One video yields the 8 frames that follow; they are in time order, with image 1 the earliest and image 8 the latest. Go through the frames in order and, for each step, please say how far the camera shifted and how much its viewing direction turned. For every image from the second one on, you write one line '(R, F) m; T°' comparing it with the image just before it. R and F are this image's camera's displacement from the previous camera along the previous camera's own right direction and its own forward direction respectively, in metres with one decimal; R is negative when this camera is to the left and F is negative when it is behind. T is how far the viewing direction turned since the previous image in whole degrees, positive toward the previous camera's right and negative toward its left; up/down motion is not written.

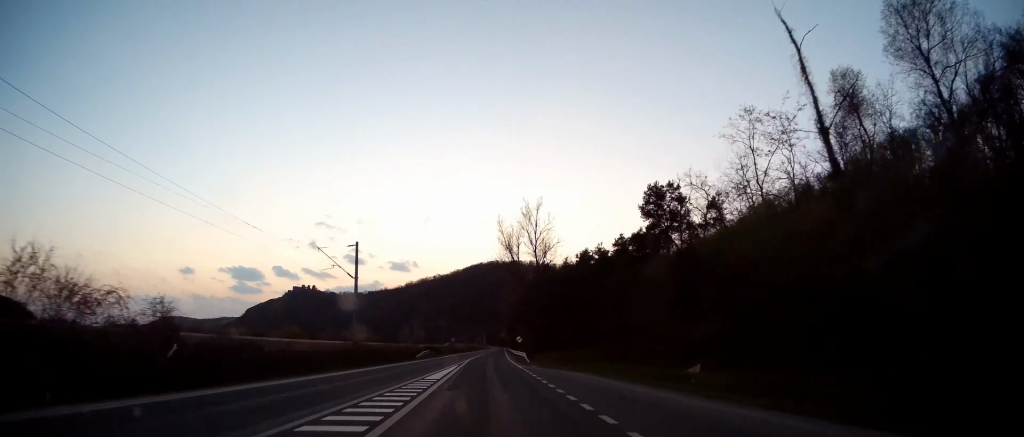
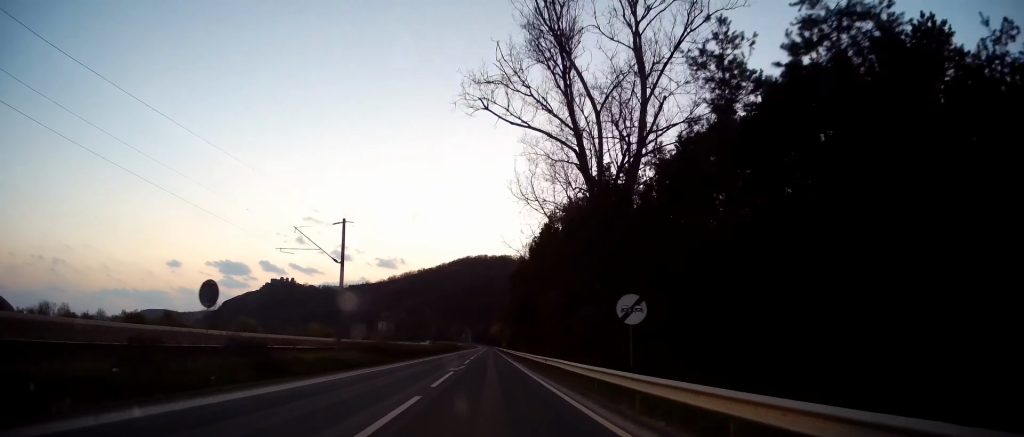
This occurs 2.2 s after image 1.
(+1.0, +62.7) m; +2°
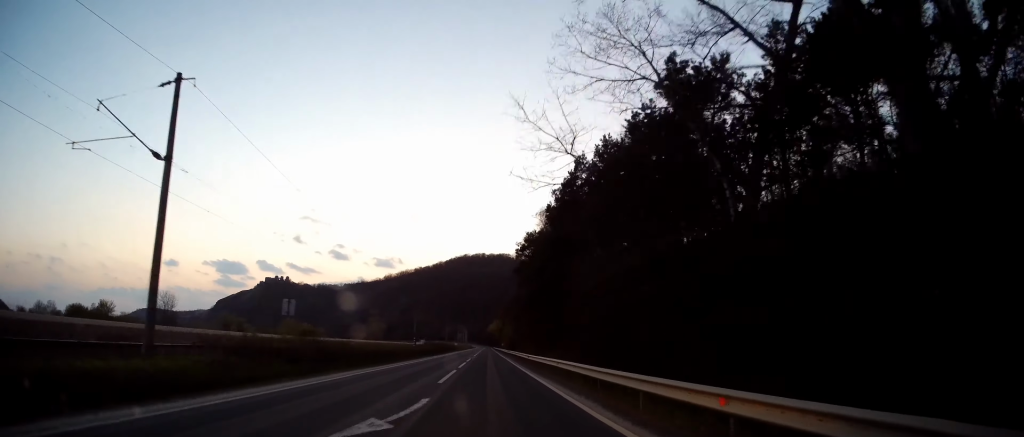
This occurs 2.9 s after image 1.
(+0.3, +19.8) m; +1°
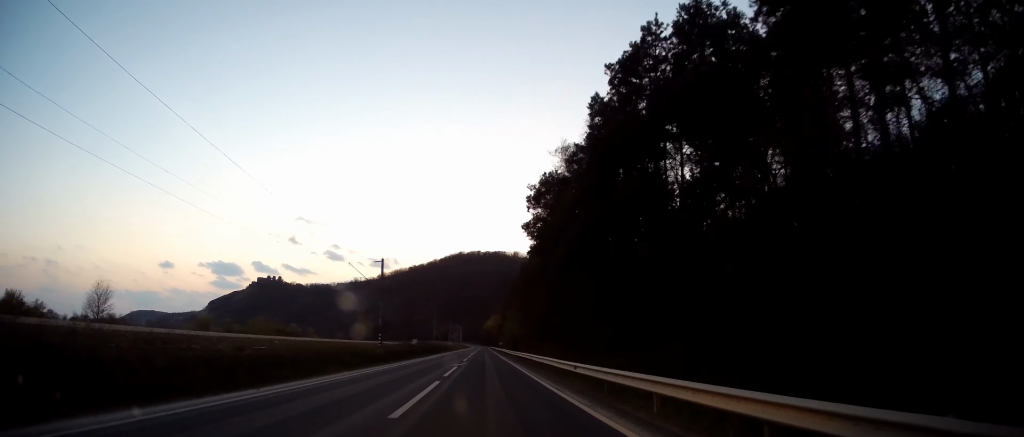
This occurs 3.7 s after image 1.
(+0.2, +20.8) m; 0°
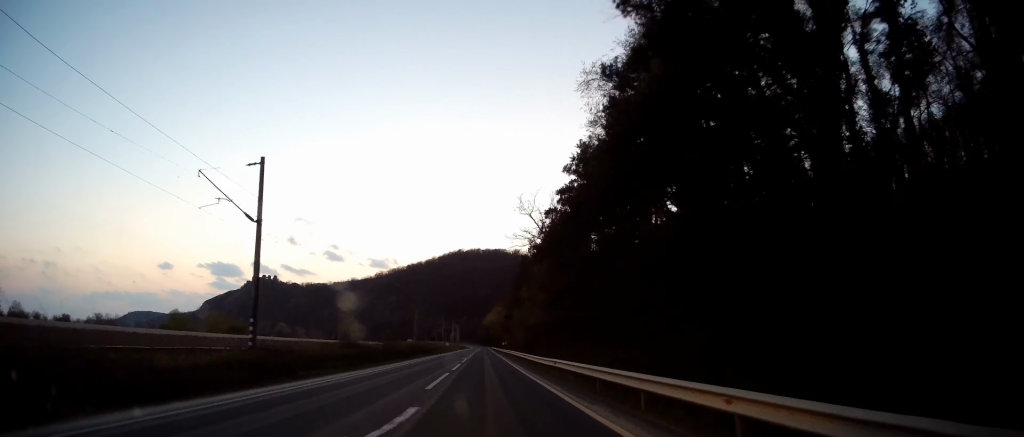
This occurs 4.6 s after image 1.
(0.0, +27.4) m; -1°
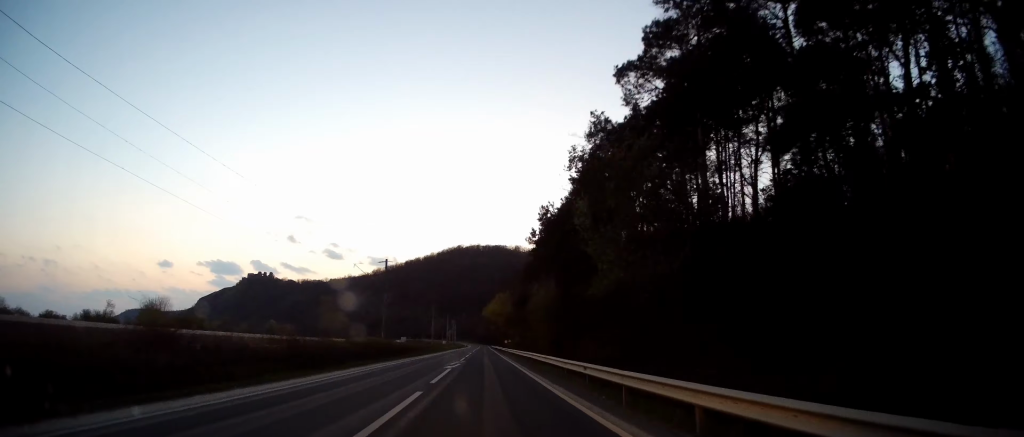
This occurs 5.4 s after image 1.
(-0.2, +22.7) m; 0°
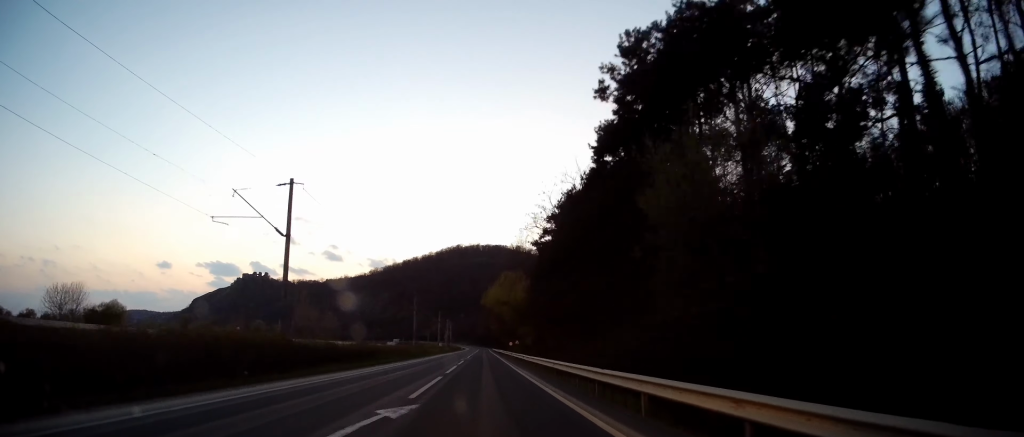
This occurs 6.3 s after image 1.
(-0.1, +25.6) m; +1°
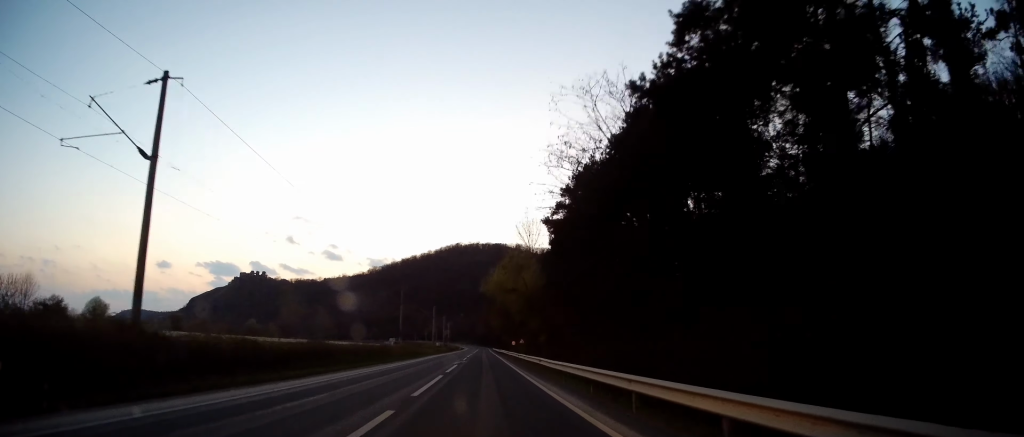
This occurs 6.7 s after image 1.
(+0.3, +11.4) m; +1°
